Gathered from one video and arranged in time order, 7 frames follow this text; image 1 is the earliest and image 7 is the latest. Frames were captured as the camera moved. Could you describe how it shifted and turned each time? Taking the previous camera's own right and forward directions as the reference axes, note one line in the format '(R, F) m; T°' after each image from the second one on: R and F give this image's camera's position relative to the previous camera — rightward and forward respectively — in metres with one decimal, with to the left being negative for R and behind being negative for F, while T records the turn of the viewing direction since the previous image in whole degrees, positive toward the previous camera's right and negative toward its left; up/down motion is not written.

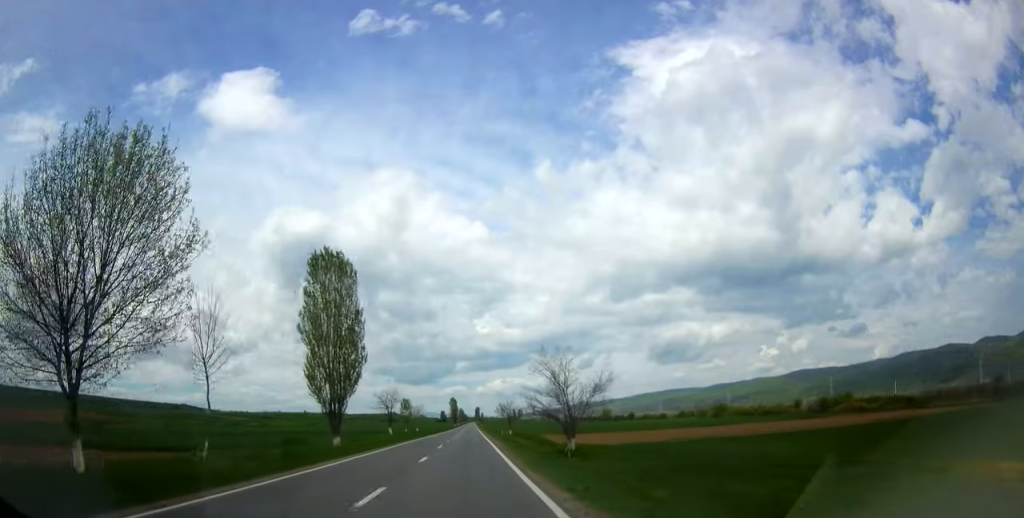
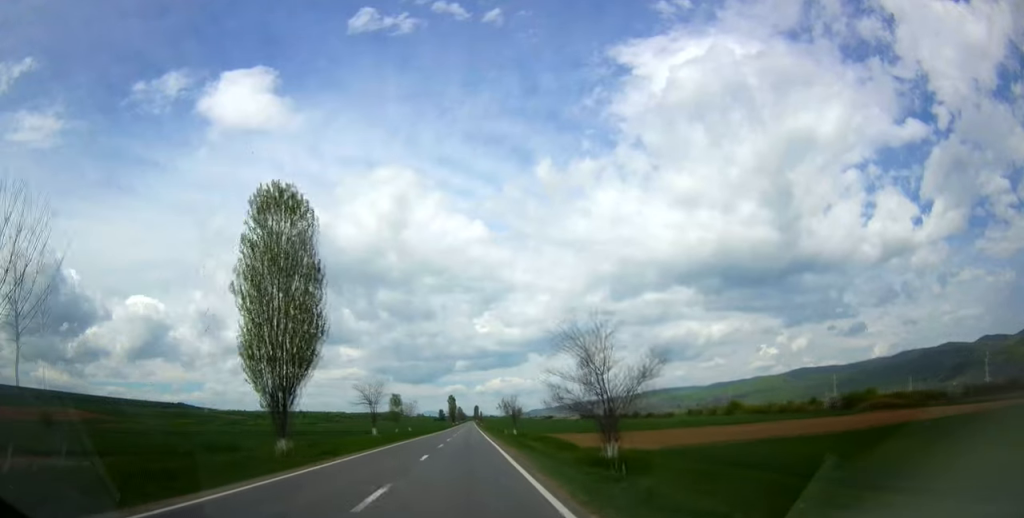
(0.0, +12.0) m; -1°
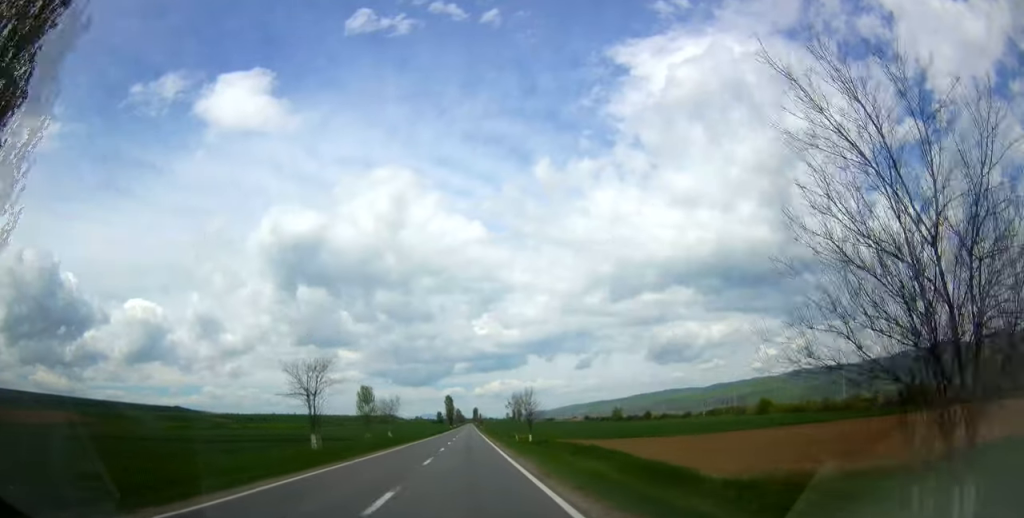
(-0.3, +24.1) m; -1°
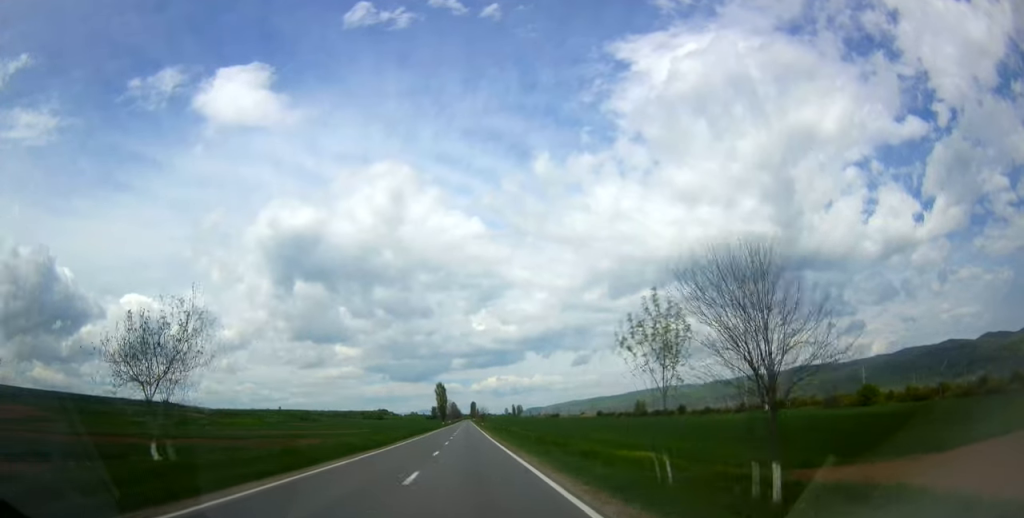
(+0.8, +56.2) m; +1°
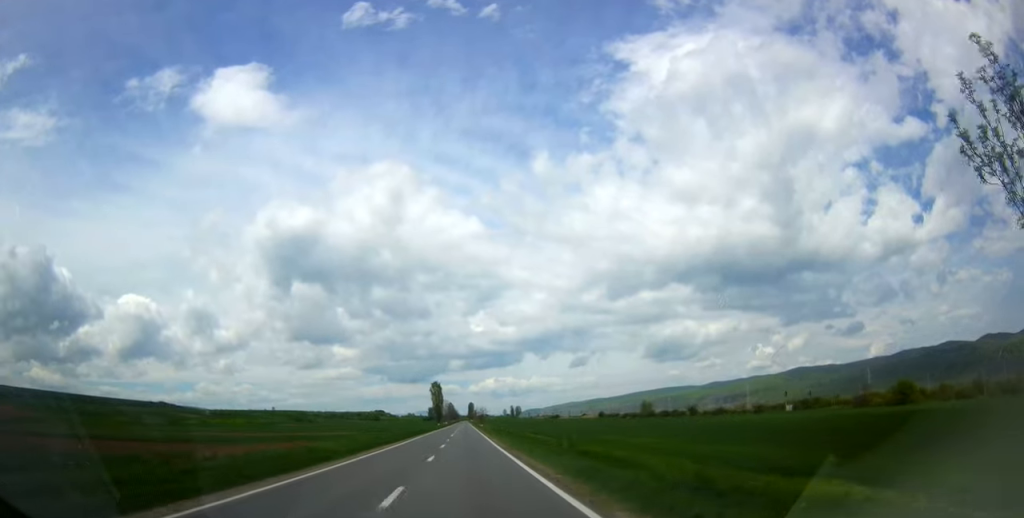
(0.0, +15.5) m; 0°
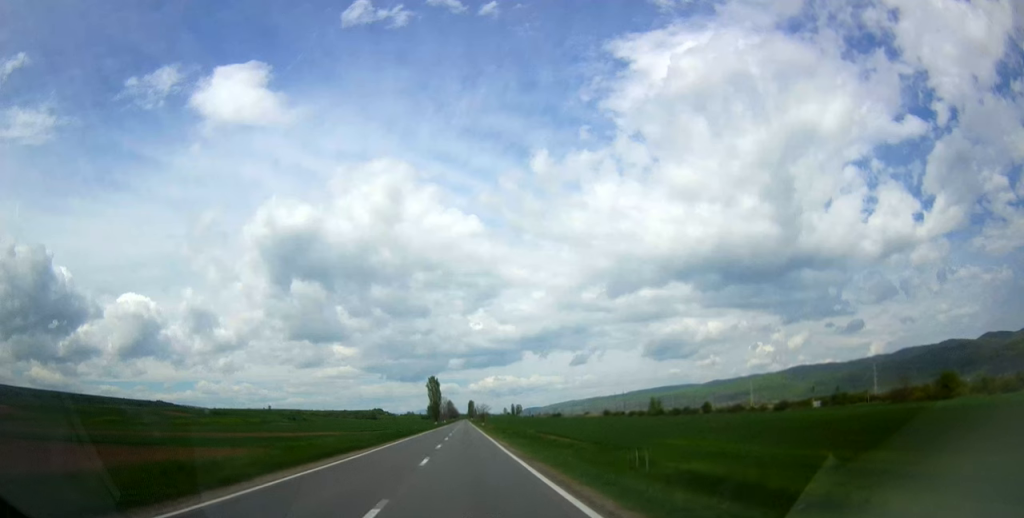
(-0.2, +15.4) m; -1°
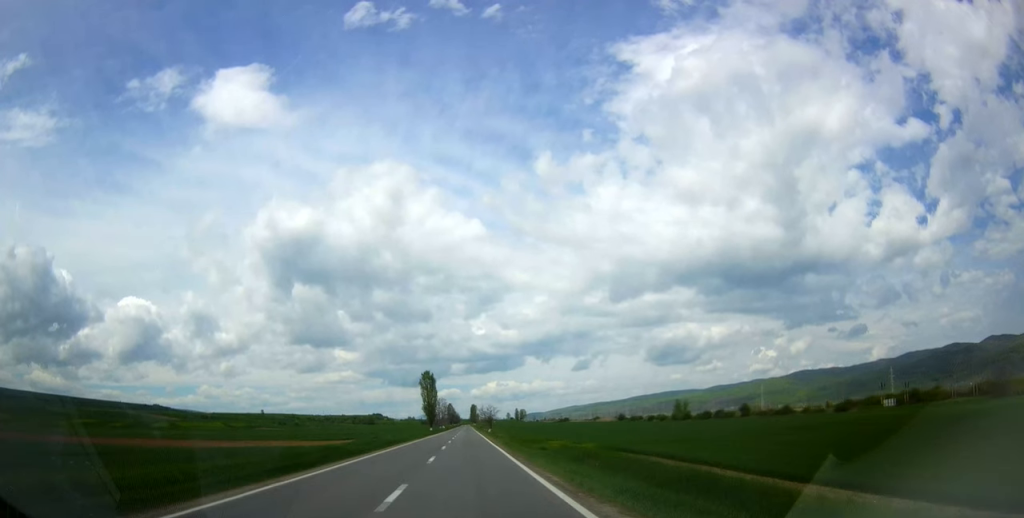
(-0.1, +33.1) m; 0°
